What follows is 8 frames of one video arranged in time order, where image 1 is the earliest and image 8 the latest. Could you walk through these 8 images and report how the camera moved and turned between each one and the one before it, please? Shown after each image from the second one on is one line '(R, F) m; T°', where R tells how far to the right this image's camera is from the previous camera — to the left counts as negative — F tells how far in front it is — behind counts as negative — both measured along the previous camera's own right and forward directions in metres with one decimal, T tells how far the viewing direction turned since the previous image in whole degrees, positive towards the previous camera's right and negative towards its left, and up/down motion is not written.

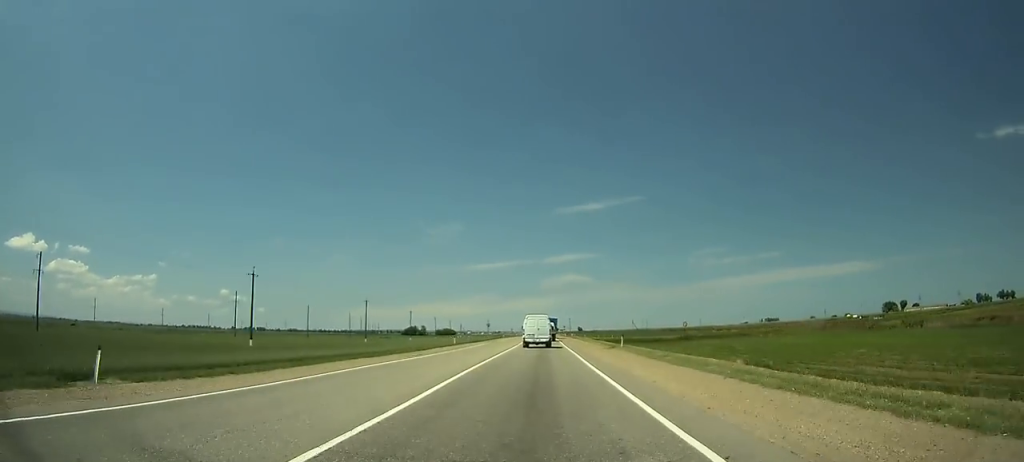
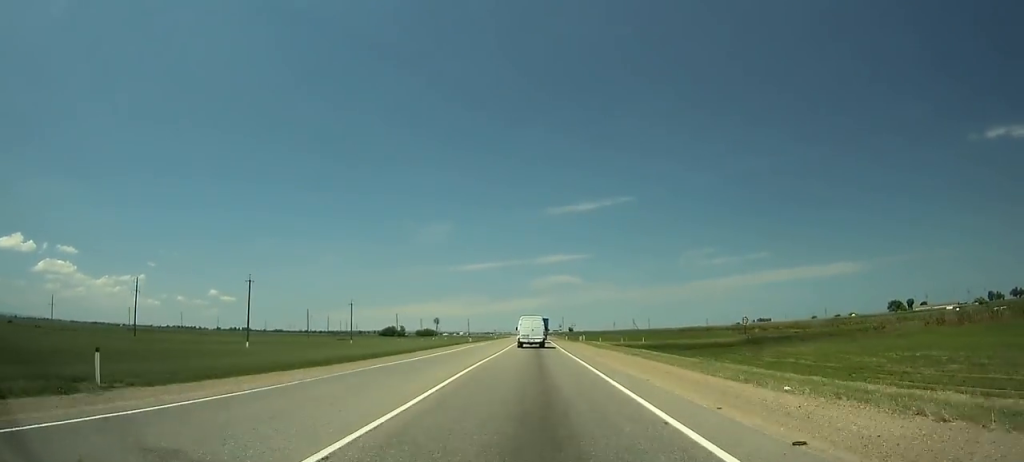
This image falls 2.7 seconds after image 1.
(+1.4, +48.7) m; +2°
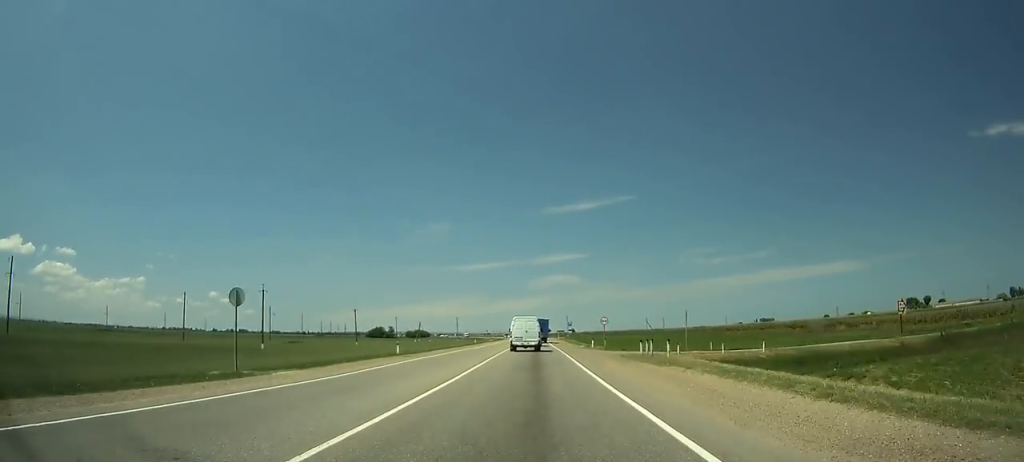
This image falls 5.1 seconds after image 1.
(+0.6, +42.9) m; 0°
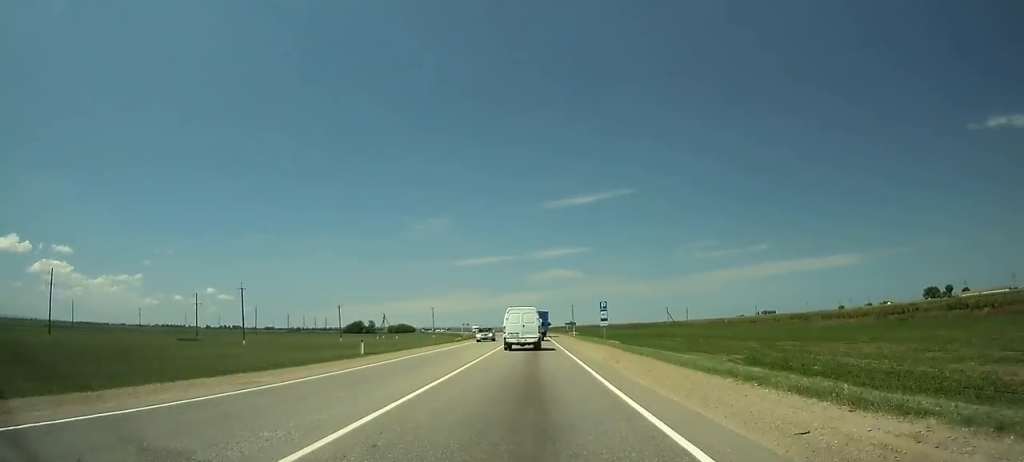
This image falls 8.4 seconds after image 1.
(-0.5, +57.8) m; 0°
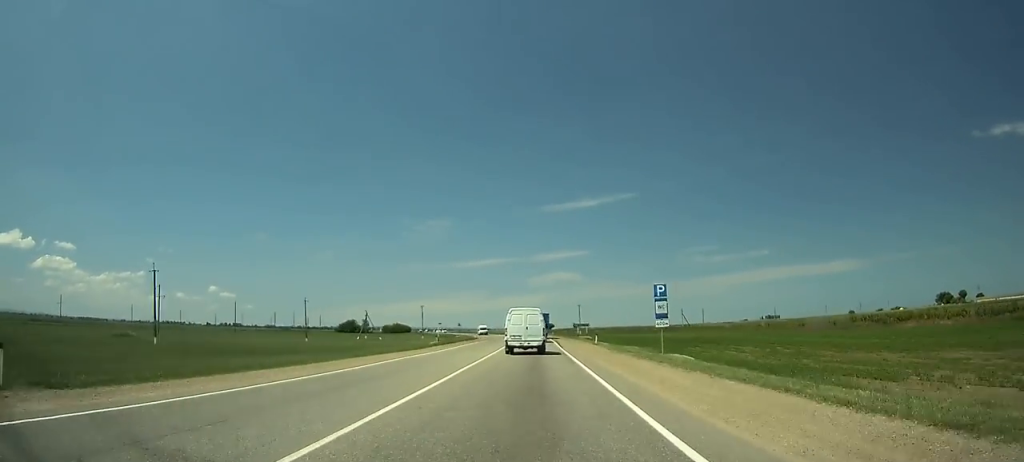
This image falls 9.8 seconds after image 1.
(0.0, +24.0) m; 0°
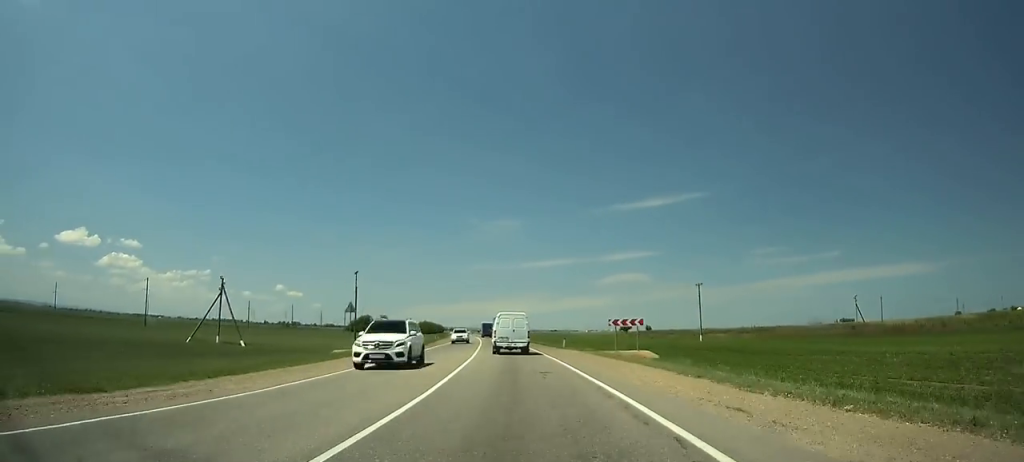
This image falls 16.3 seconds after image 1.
(-3.3, +108.9) m; -6°
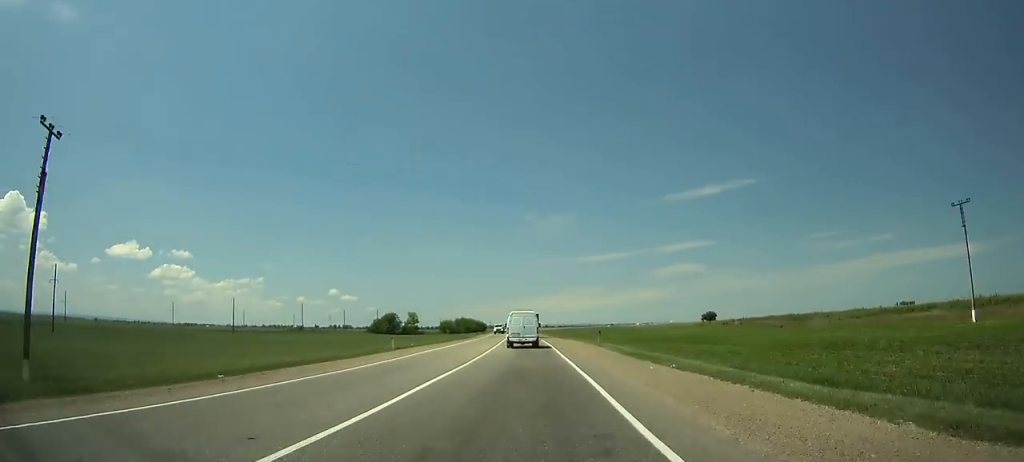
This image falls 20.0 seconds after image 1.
(-3.6, +62.1) m; -5°
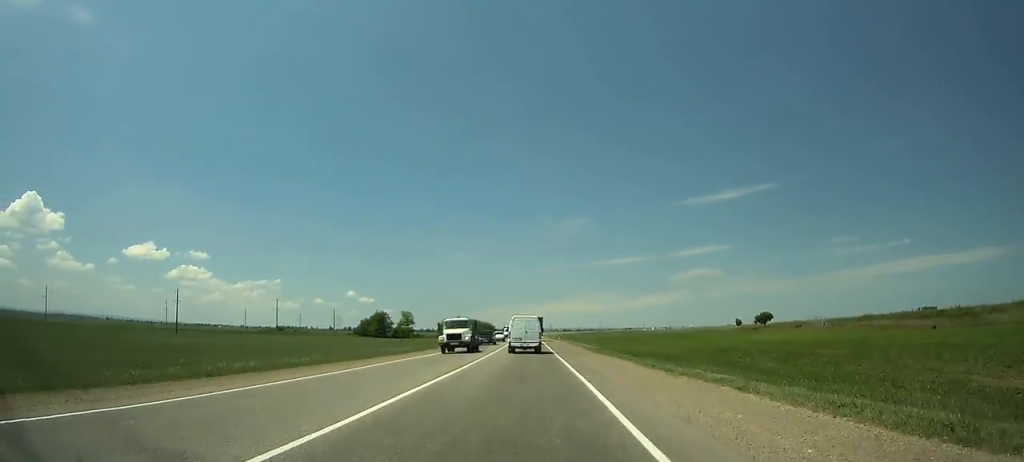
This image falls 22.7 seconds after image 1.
(-1.1, +45.9) m; -2°
